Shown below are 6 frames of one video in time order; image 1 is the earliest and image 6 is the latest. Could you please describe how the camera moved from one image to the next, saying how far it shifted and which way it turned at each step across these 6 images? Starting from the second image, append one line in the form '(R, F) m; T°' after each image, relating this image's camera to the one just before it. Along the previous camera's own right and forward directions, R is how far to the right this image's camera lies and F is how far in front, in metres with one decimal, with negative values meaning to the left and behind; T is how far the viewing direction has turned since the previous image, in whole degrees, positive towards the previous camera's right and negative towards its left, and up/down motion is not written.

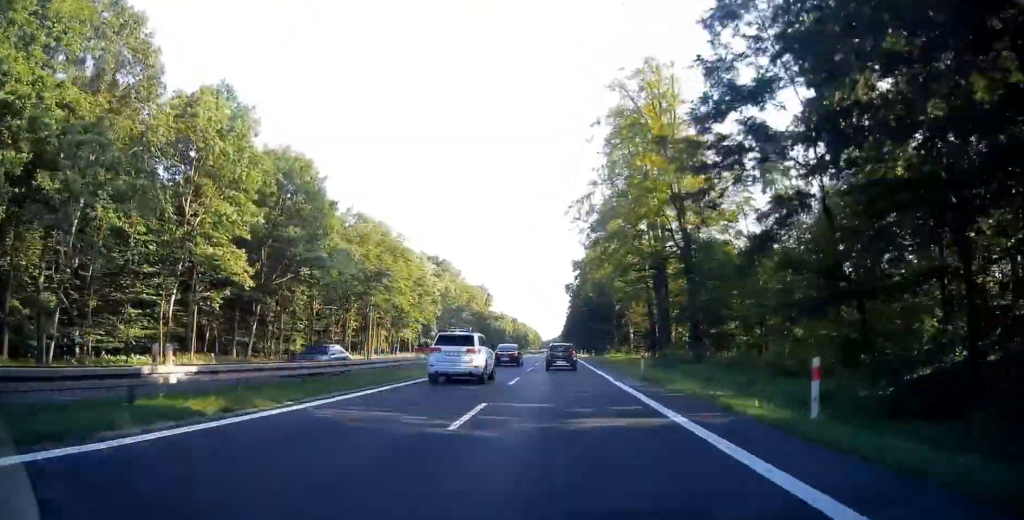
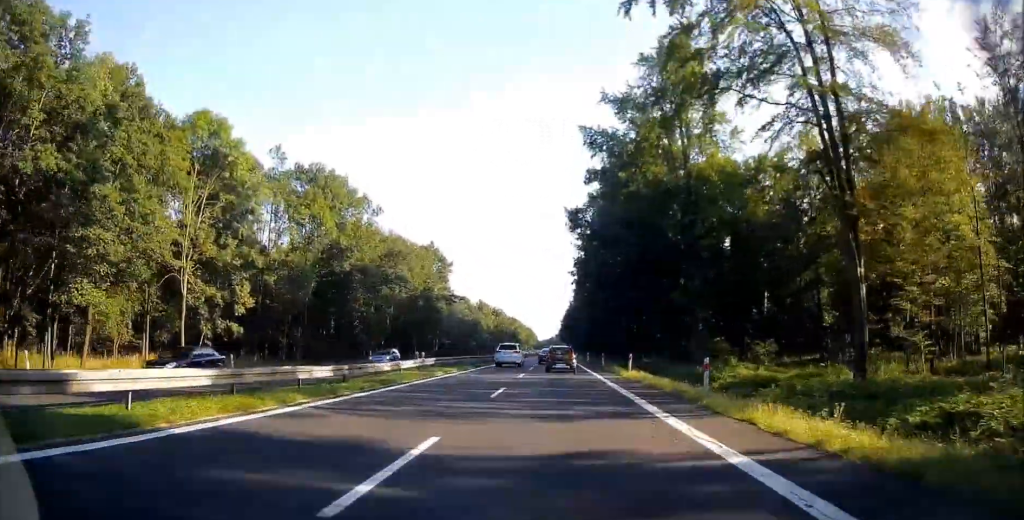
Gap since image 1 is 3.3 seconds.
(+0.1, +75.6) m; 0°
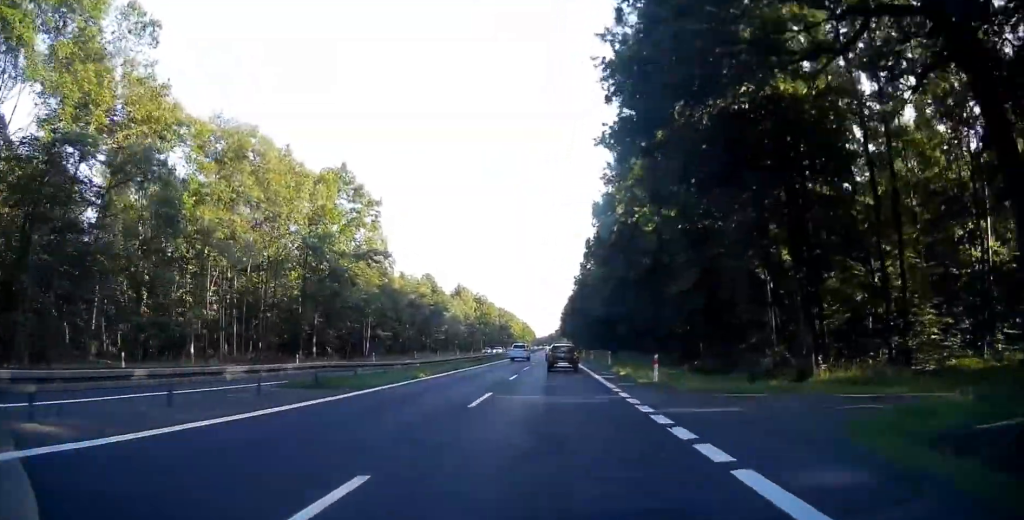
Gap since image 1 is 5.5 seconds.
(-0.2, +50.5) m; 0°
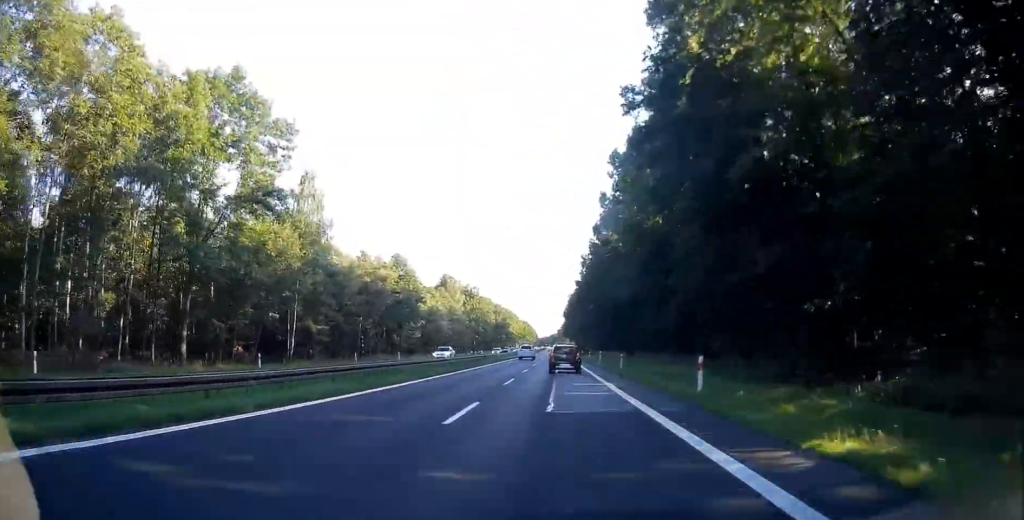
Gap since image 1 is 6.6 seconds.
(0.0, +26.7) m; 0°
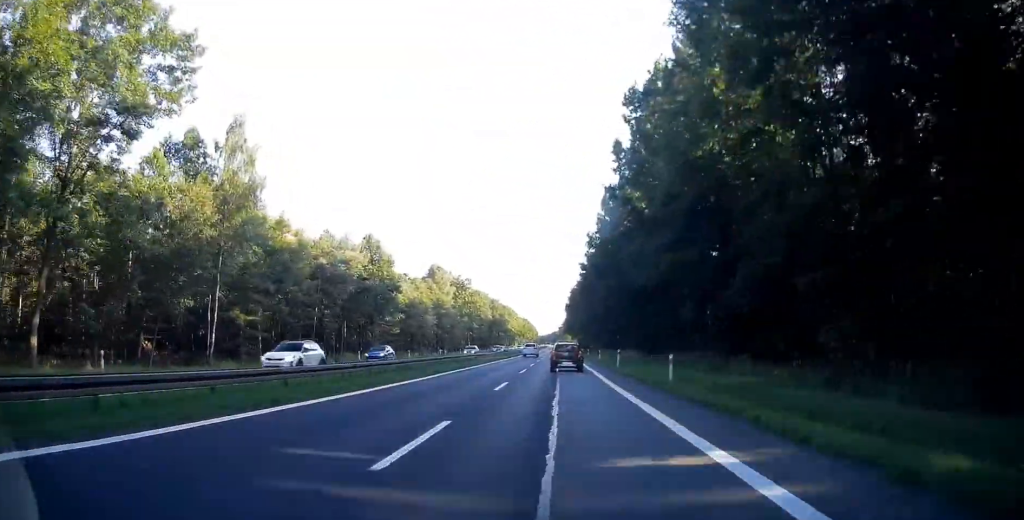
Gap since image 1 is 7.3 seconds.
(-0.1, +15.8) m; 0°
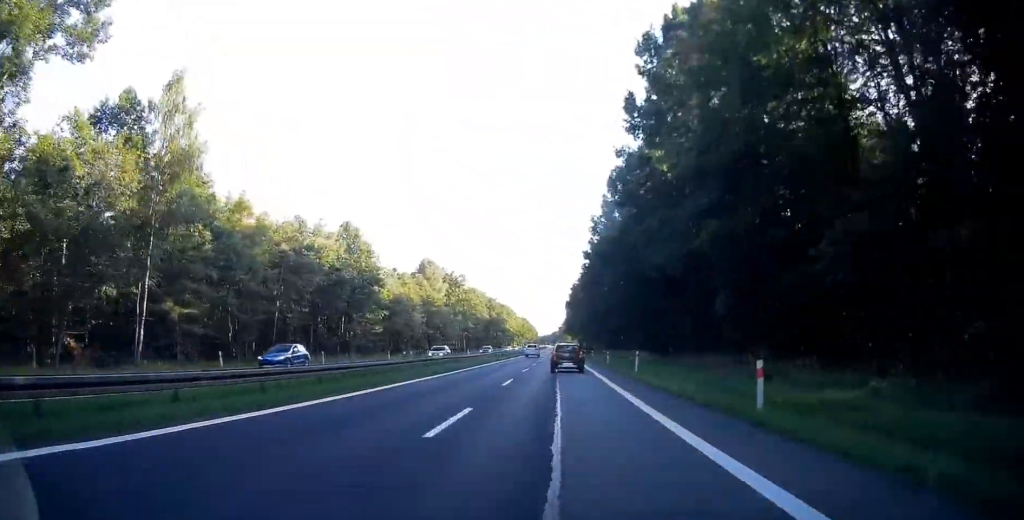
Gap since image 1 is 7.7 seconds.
(0.0, +9.4) m; 0°
